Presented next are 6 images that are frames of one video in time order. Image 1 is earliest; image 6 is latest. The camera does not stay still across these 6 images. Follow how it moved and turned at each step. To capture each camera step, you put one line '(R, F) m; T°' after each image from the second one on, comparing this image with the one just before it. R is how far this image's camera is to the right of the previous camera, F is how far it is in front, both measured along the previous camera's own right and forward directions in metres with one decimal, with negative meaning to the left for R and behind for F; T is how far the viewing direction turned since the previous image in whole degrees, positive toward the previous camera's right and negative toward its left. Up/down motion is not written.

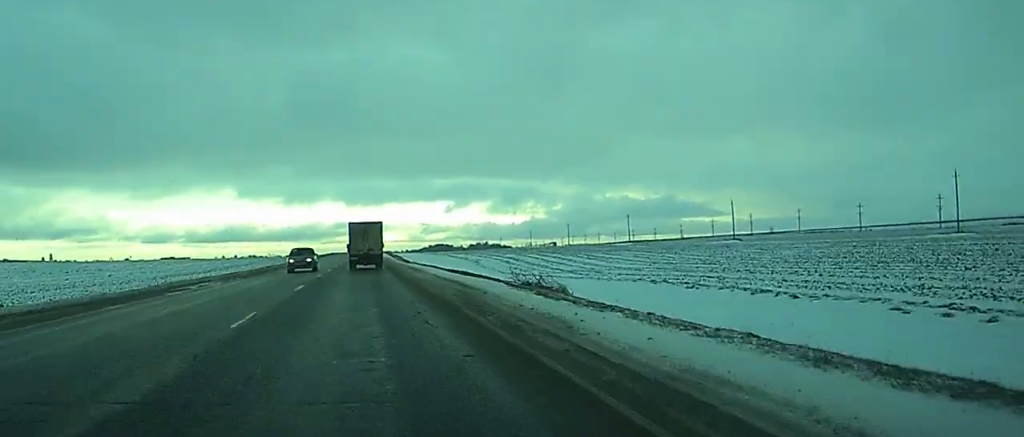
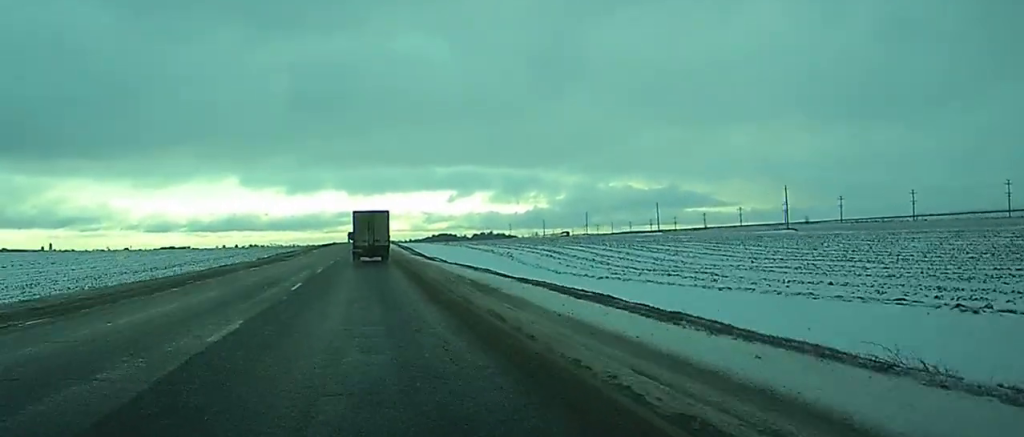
(-0.1, +26.6) m; 0°
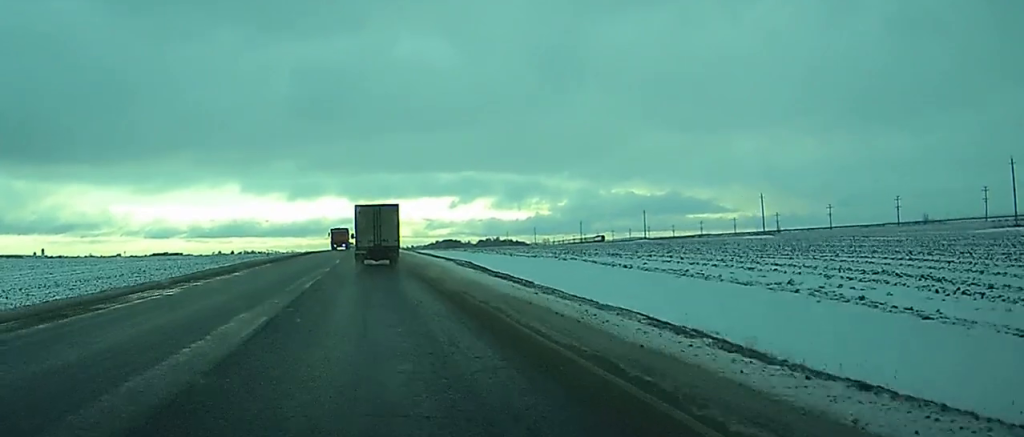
(+0.1, +70.9) m; 0°
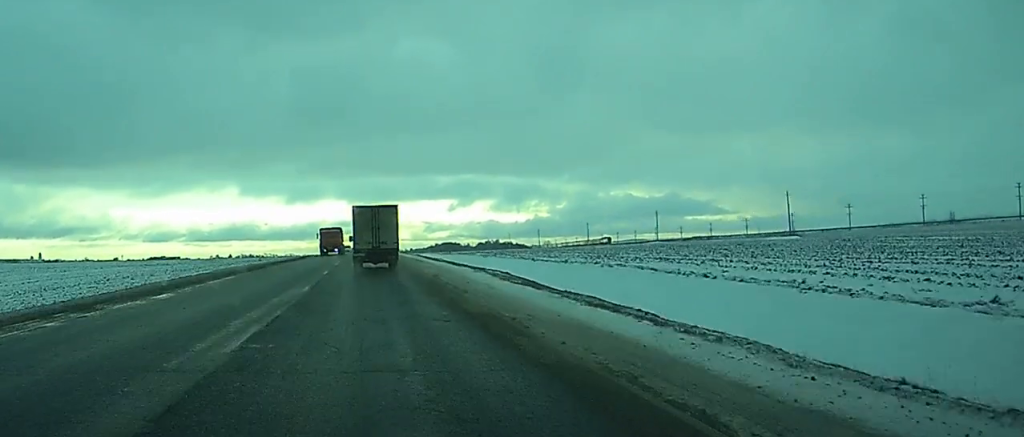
(0.0, +13.2) m; 0°
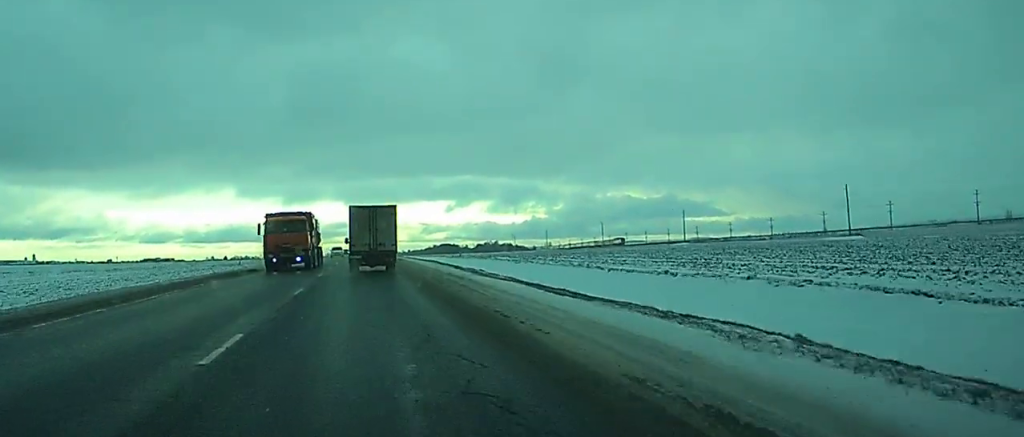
(0.0, +25.2) m; 0°
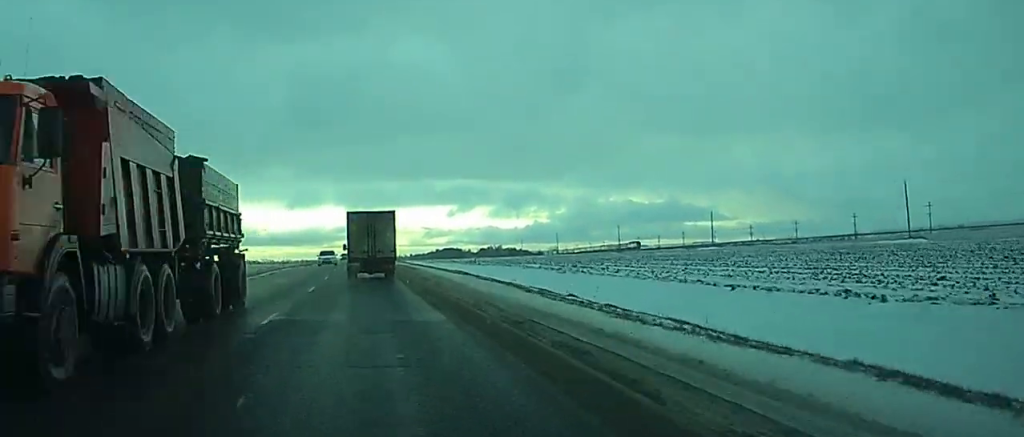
(0.0, +18.6) m; 0°
